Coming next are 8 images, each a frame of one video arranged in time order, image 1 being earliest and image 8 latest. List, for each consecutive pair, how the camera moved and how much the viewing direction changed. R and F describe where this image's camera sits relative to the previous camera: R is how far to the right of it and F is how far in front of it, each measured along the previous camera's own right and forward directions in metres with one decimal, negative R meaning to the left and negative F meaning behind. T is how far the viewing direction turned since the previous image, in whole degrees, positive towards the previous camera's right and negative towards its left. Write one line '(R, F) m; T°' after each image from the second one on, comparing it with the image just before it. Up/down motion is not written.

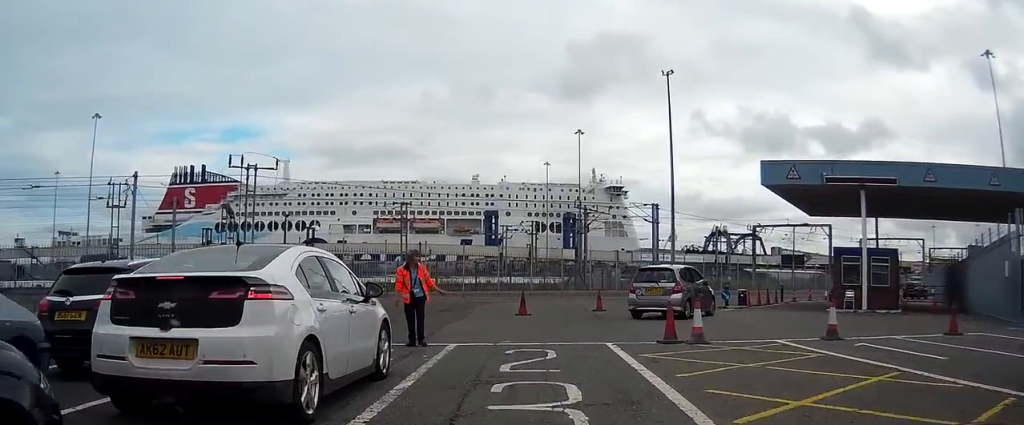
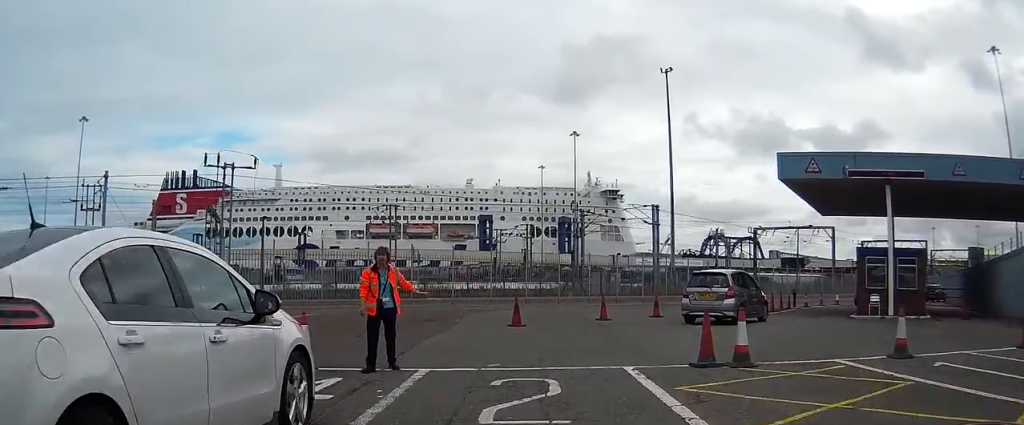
(0.0, +3.5) m; +1°
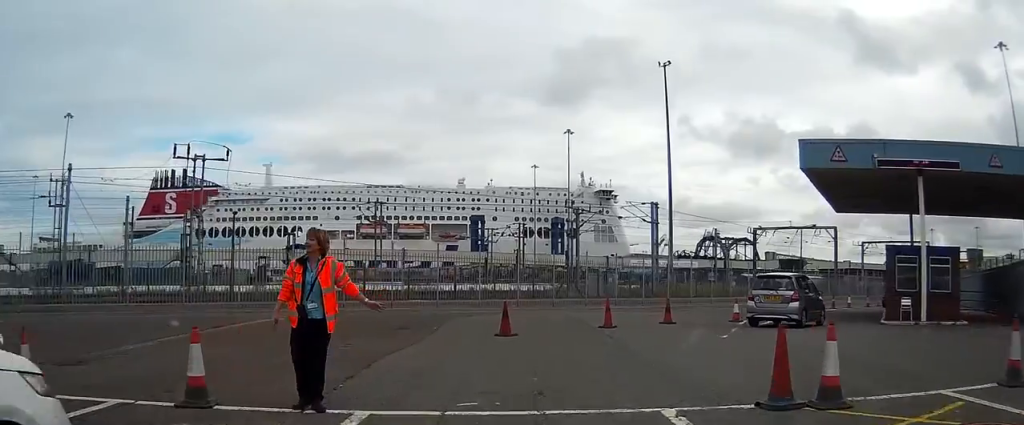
(+0.1, +4.0) m; +2°
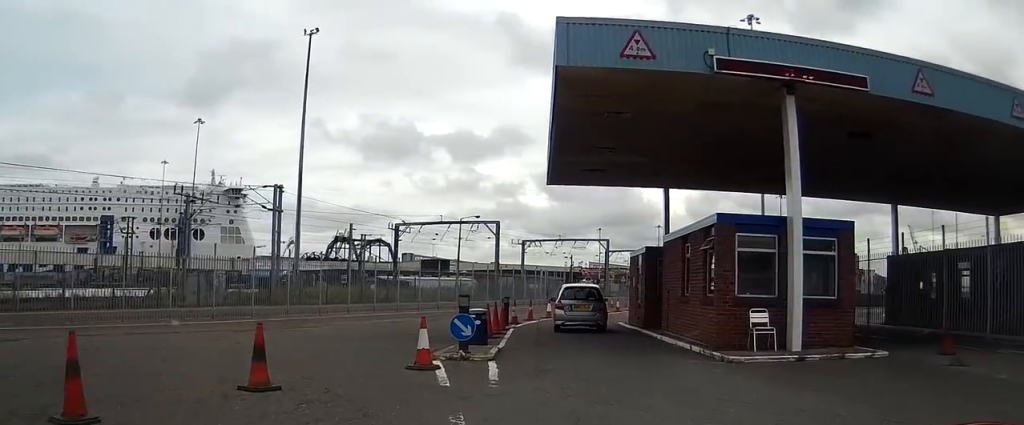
(+0.6, +10.0) m; +14°
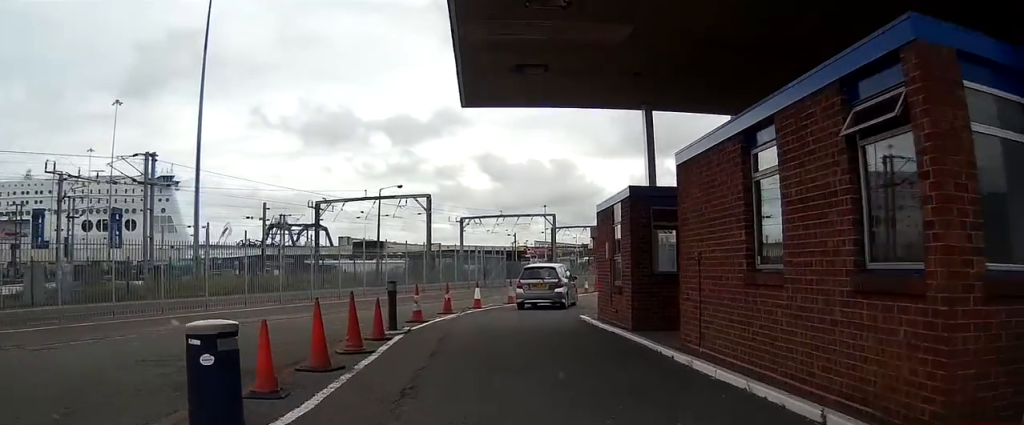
(+1.9, +10.3) m; +15°
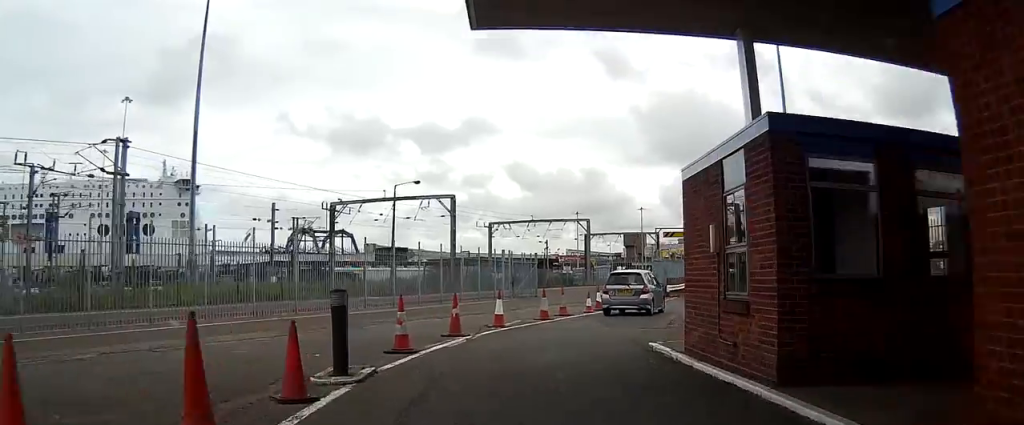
(+0.2, +6.9) m; +2°
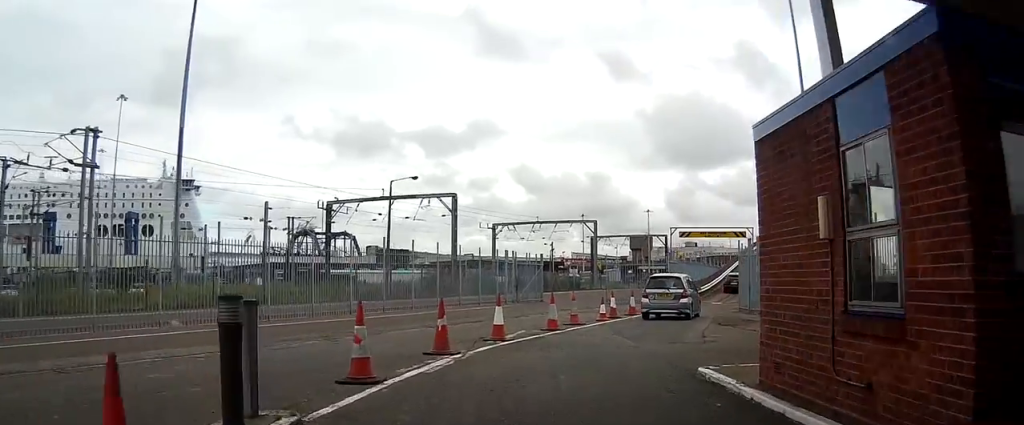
(+0.1, +3.5) m; -1°
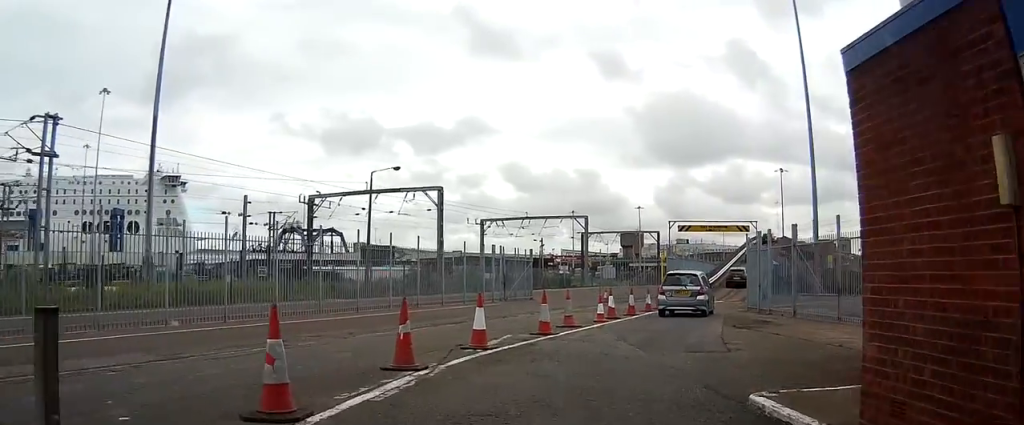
(0.0, +2.9) m; 0°
